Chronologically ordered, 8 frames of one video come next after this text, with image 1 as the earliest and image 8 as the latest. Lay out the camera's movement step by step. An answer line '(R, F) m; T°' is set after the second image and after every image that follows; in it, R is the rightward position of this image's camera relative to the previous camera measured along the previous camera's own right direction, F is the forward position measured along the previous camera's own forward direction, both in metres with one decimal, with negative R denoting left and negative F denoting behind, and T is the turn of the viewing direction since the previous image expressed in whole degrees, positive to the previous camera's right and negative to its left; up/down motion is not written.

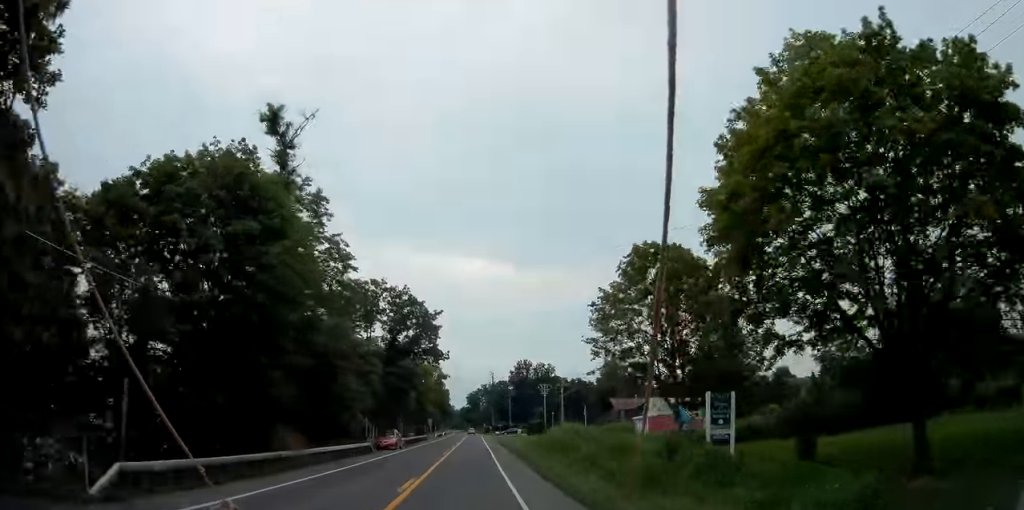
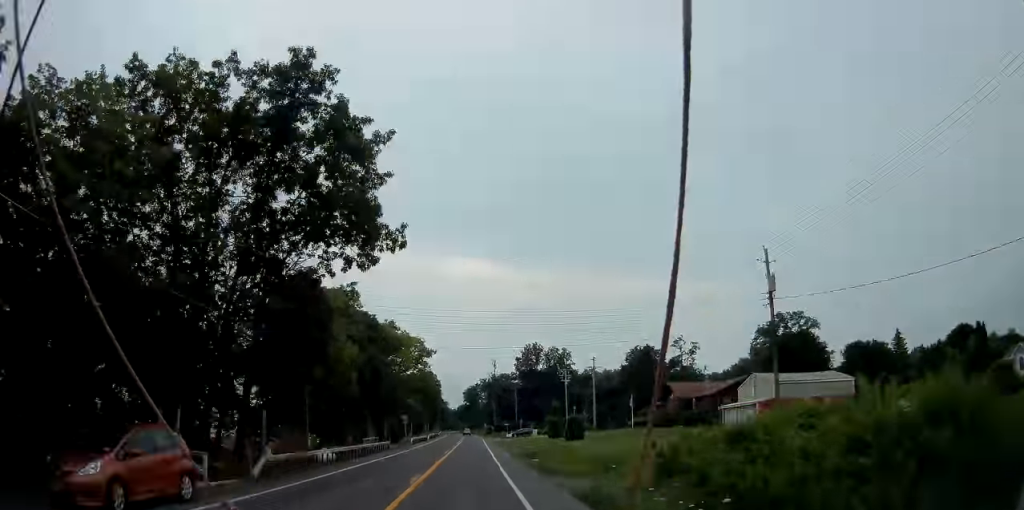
(+0.1, +34.6) m; +1°
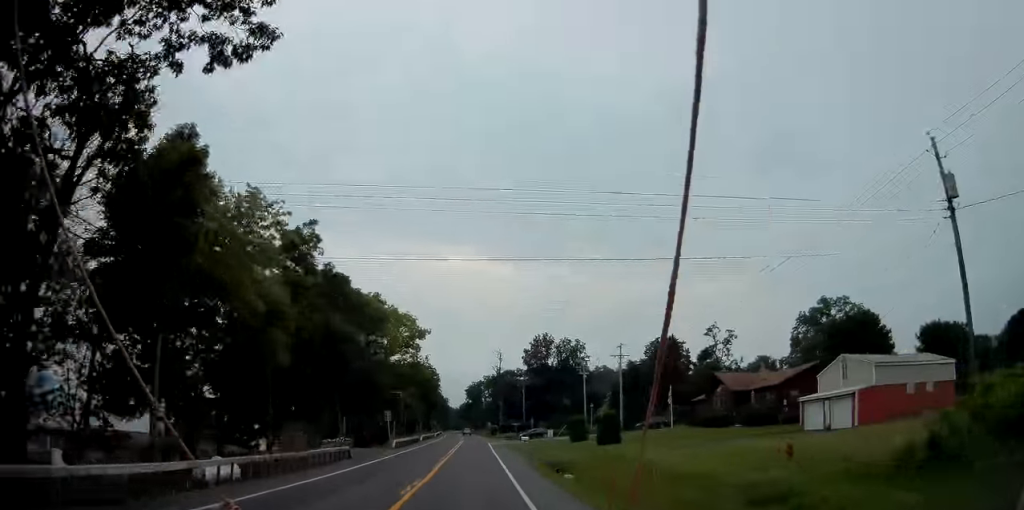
(0.0, +14.8) m; 0°
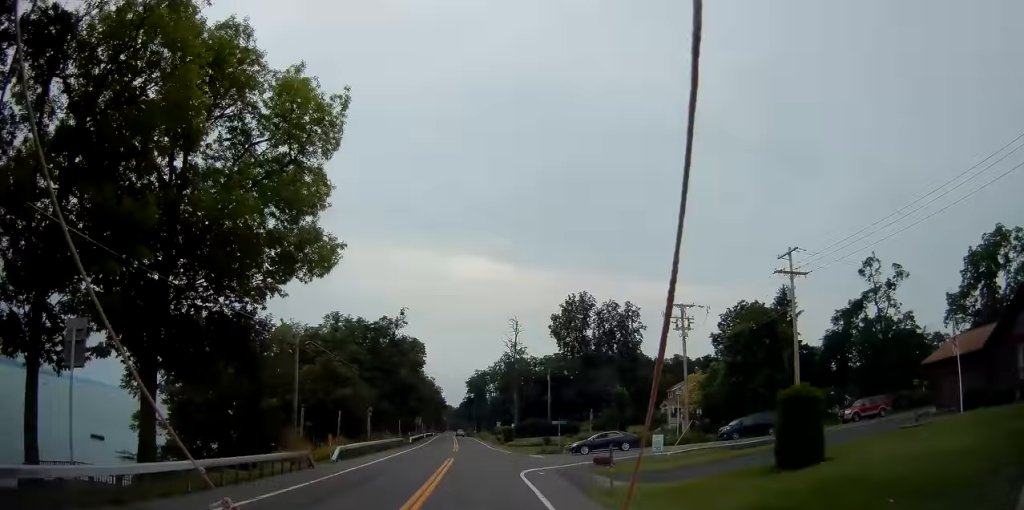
(-0.3, +42.3) m; 0°
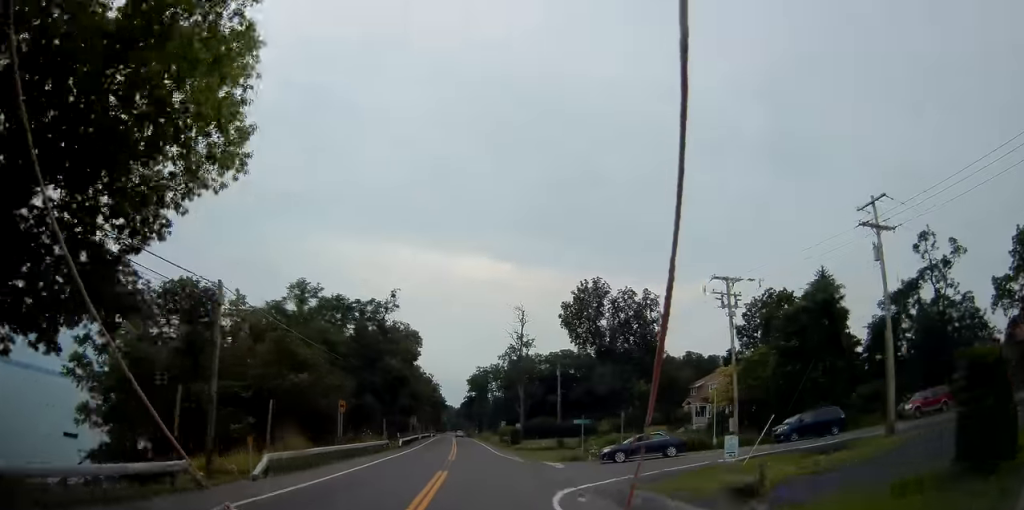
(+0.1, +9.2) m; 0°
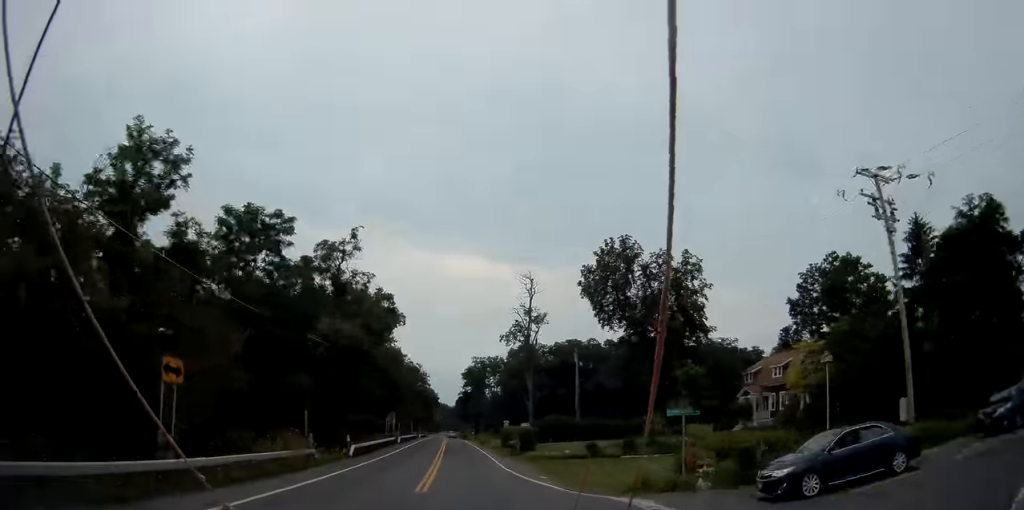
(-0.2, +18.3) m; -1°
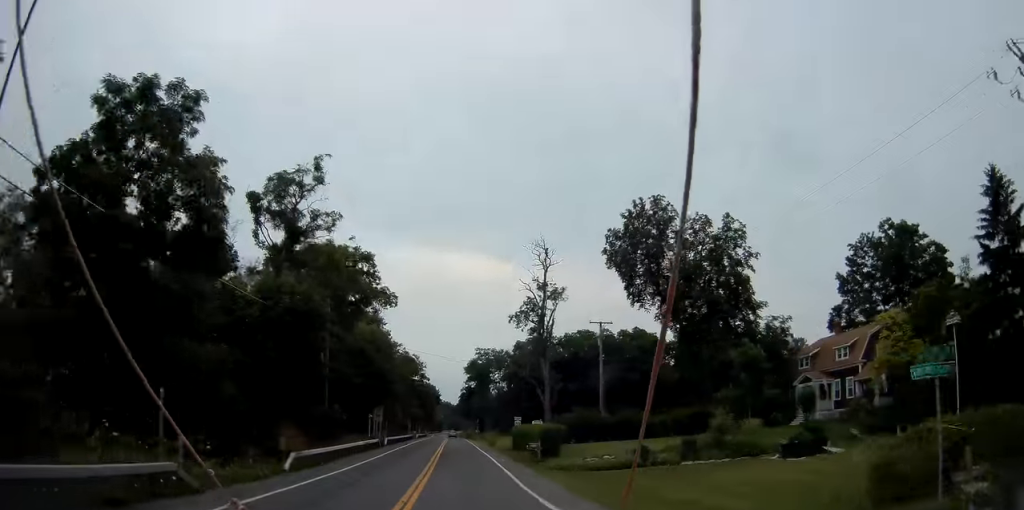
(0.0, +11.3) m; 0°
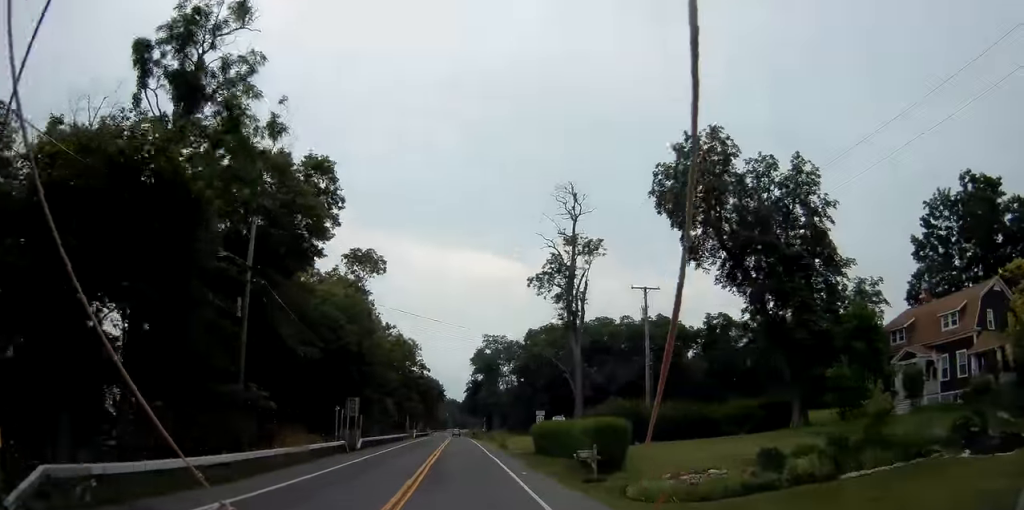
(0.0, +13.4) m; 0°
